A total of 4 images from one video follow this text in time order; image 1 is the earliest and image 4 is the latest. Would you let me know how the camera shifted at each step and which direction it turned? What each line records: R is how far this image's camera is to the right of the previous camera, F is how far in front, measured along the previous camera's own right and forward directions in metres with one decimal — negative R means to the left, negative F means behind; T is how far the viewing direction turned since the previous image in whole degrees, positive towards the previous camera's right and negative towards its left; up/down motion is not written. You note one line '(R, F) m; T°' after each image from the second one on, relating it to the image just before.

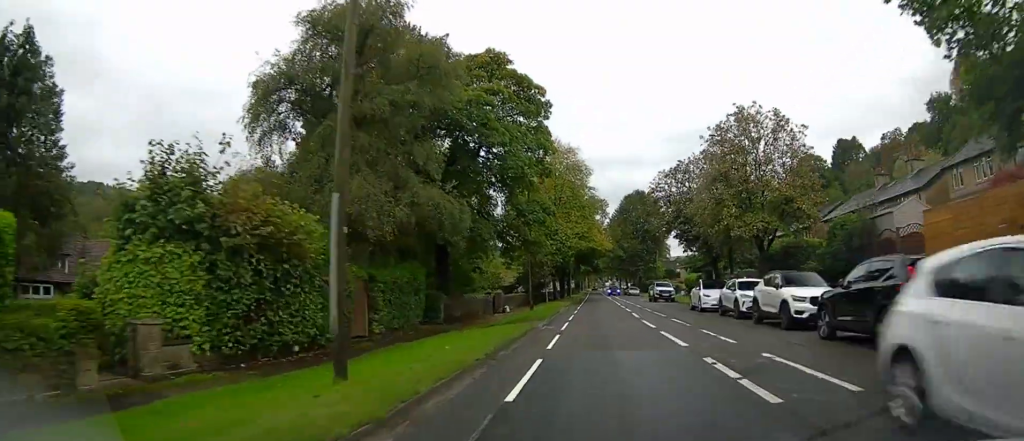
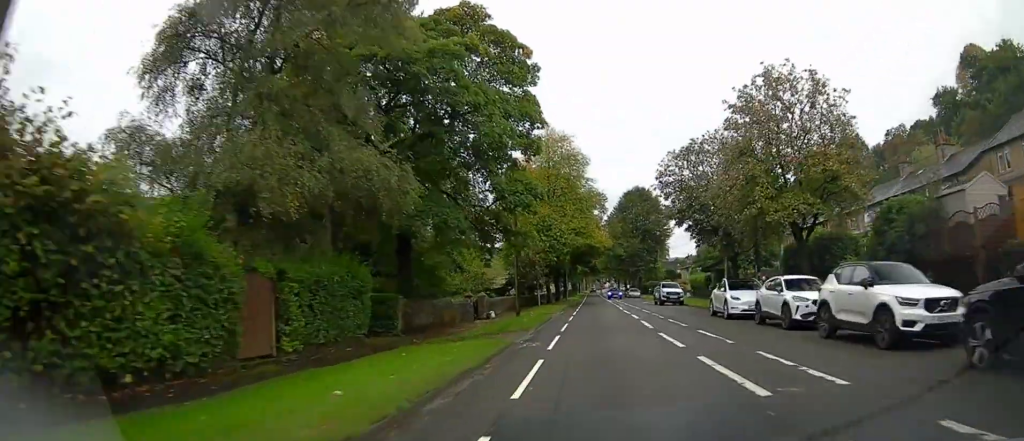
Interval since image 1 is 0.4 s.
(0.0, +5.5) m; +1°
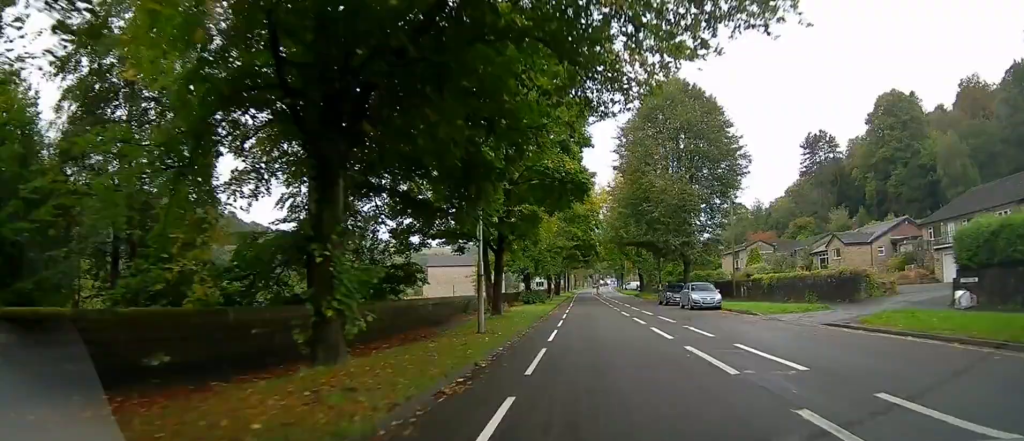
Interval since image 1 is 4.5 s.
(+0.2, +51.9) m; 0°
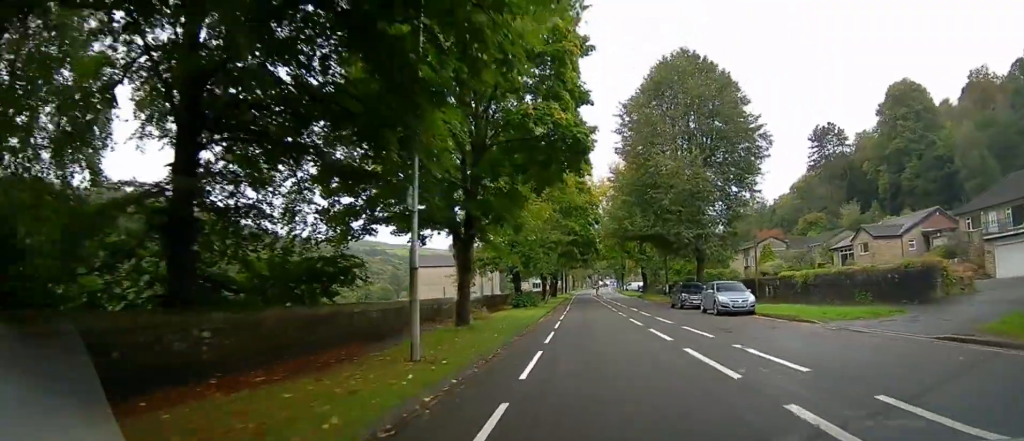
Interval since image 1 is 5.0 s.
(0.0, +6.0) m; +1°
